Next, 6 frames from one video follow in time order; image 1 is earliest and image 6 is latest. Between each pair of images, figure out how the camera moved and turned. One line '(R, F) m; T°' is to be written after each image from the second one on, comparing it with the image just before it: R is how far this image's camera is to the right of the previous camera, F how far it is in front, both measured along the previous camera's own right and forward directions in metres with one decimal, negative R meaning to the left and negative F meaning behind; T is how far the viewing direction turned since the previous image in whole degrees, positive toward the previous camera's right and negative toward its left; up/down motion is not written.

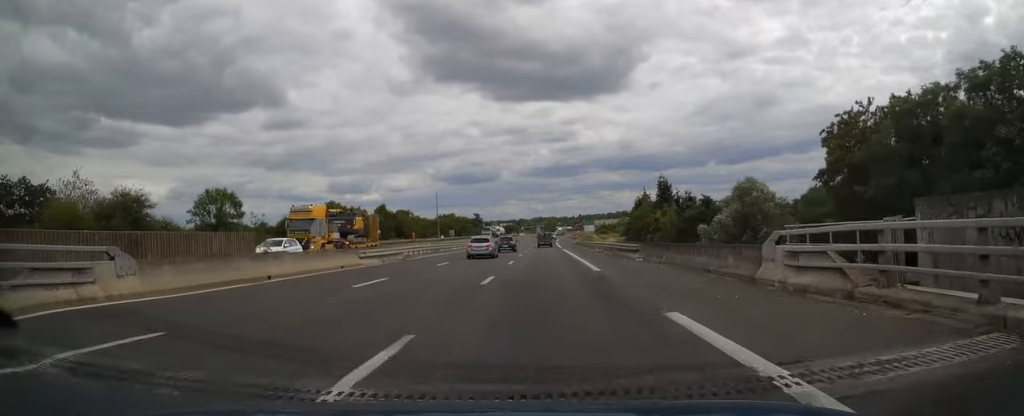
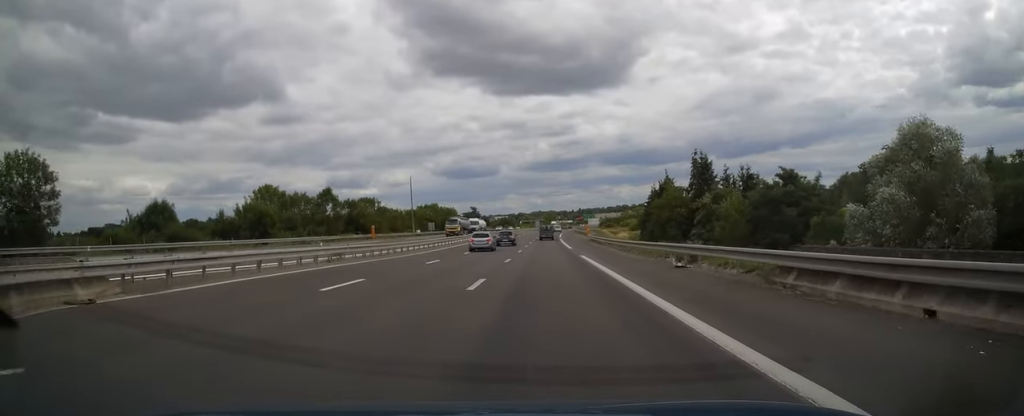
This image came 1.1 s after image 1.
(+0.1, +29.1) m; 0°
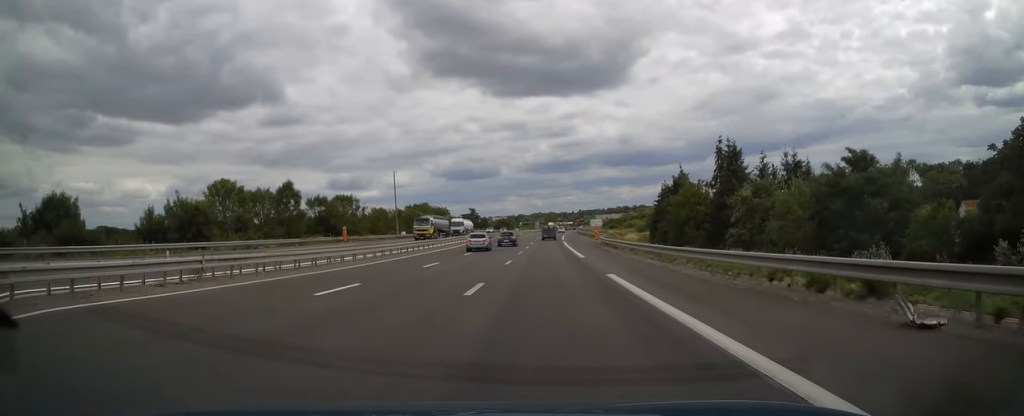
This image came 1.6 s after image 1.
(+0.1, +13.5) m; 0°
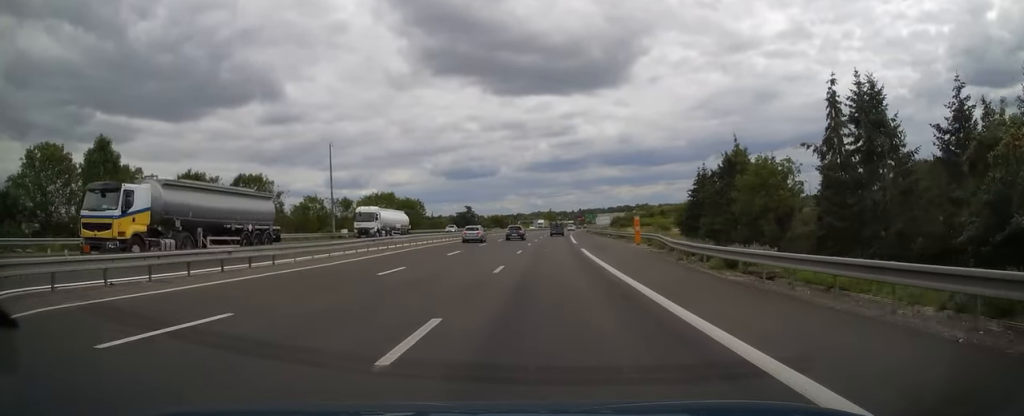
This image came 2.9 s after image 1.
(-0.2, +33.4) m; 0°
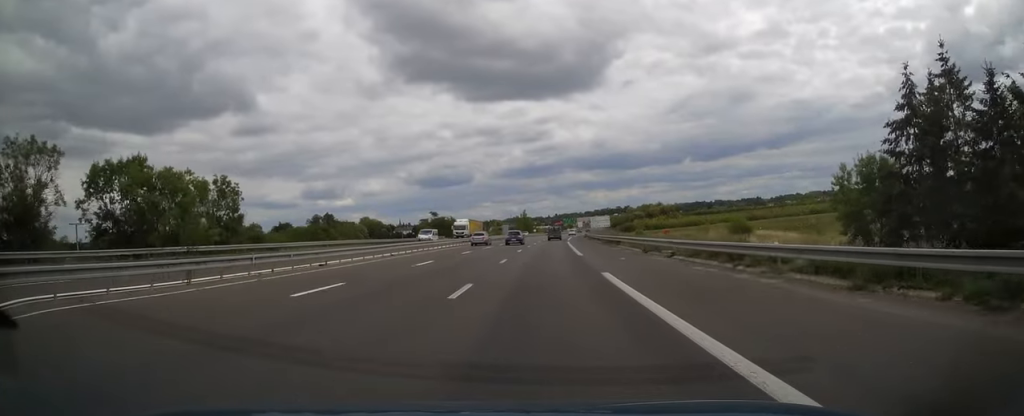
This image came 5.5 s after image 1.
(+1.4, +70.7) m; +2°
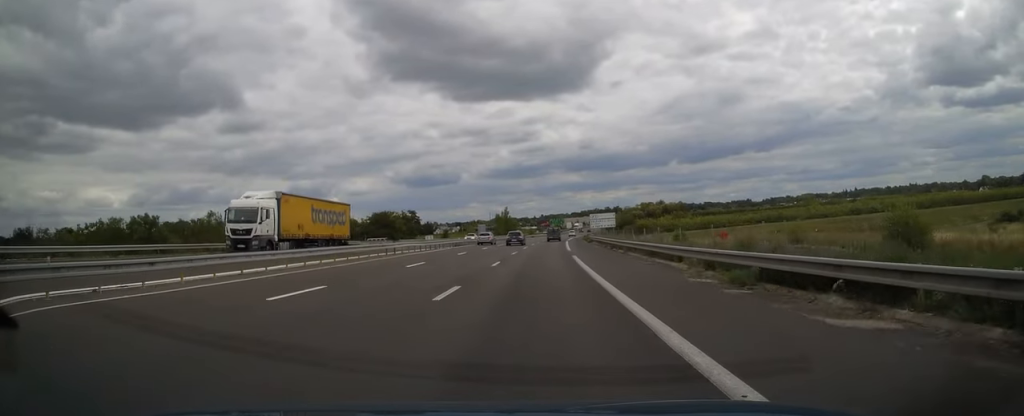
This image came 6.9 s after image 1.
(+0.2, +39.3) m; +1°
